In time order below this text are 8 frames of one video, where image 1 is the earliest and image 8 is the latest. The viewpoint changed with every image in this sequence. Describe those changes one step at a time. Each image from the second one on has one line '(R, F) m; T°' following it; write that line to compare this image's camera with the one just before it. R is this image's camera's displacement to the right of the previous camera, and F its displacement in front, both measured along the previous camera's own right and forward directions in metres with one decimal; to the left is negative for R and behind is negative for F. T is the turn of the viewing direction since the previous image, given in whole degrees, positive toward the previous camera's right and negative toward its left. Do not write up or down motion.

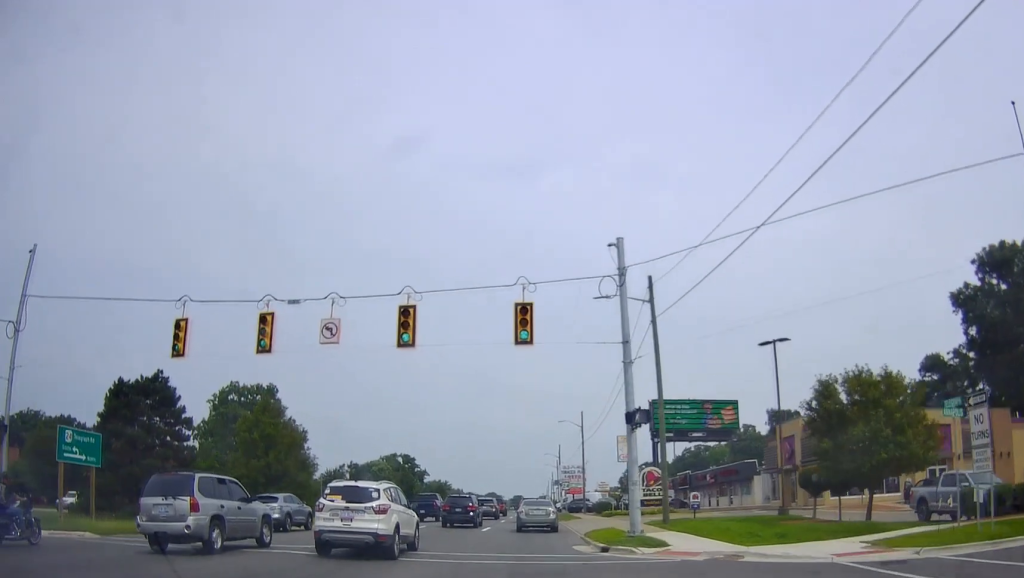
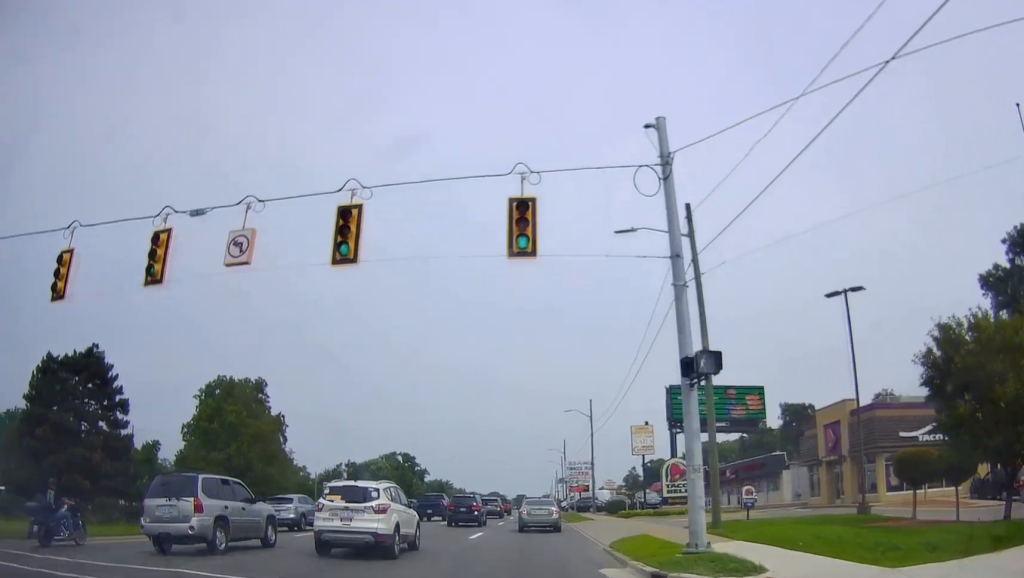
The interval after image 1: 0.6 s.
(0.0, +4.9) m; 0°
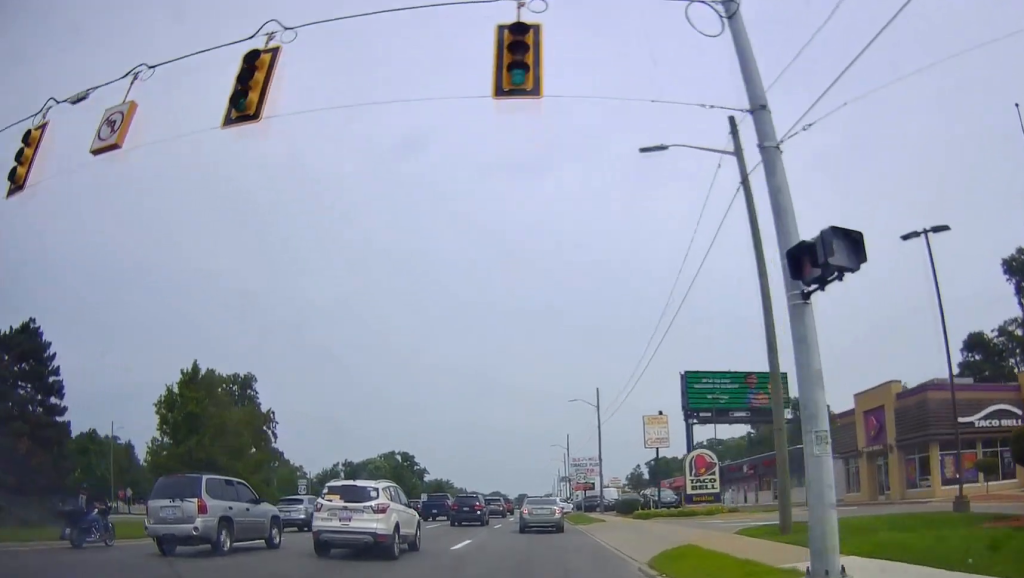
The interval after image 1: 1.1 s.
(-0.3, +4.2) m; +1°
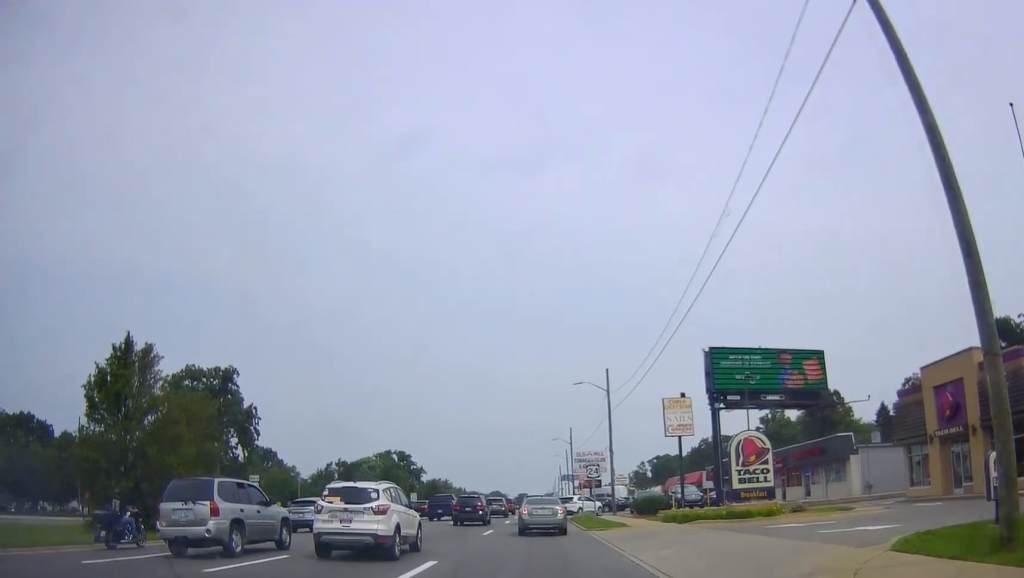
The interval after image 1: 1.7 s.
(+0.1, +6.3) m; +2°
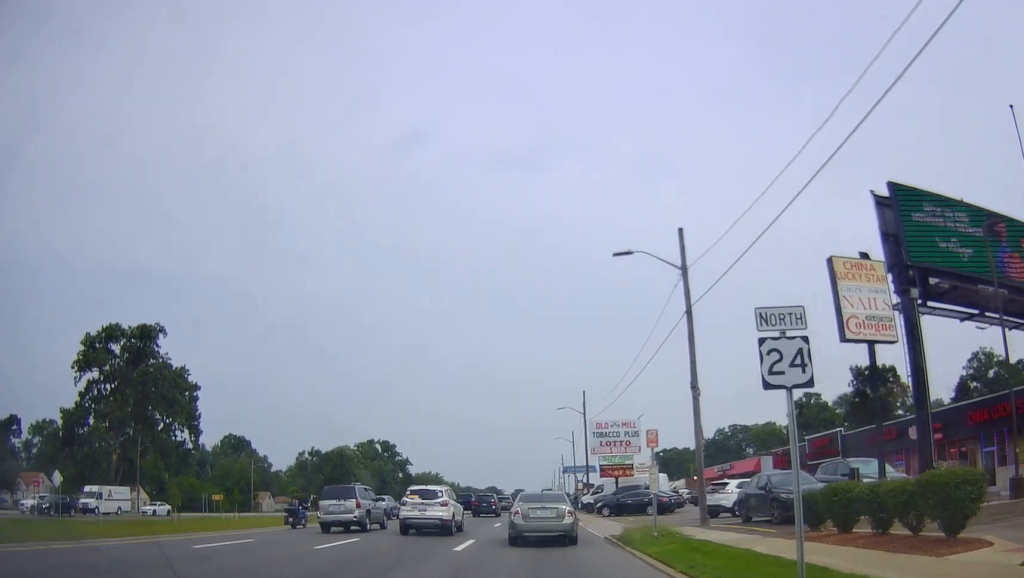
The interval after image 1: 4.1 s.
(+0.3, +27.4) m; -1°
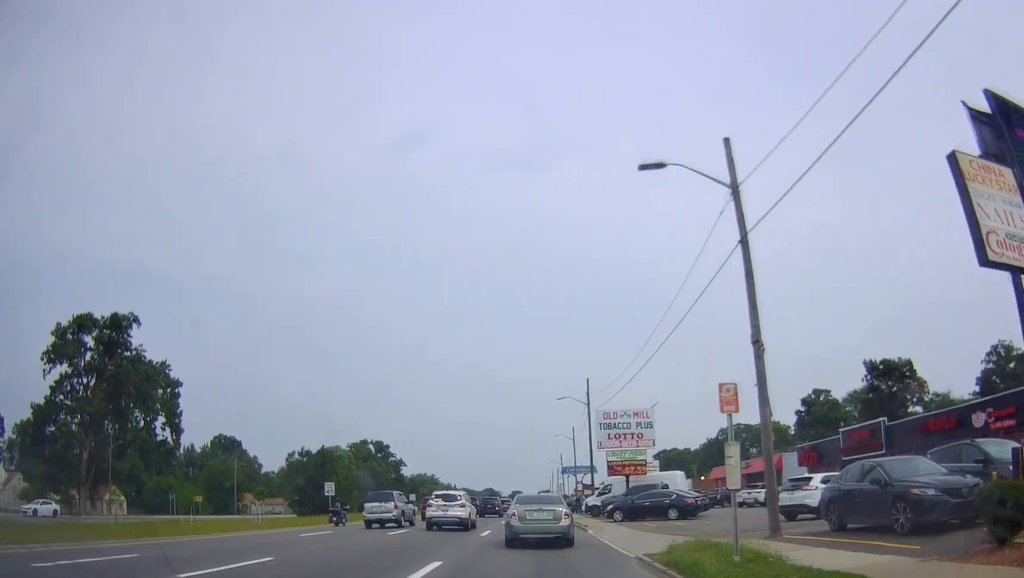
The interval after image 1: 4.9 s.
(+0.2, +8.8) m; +2°
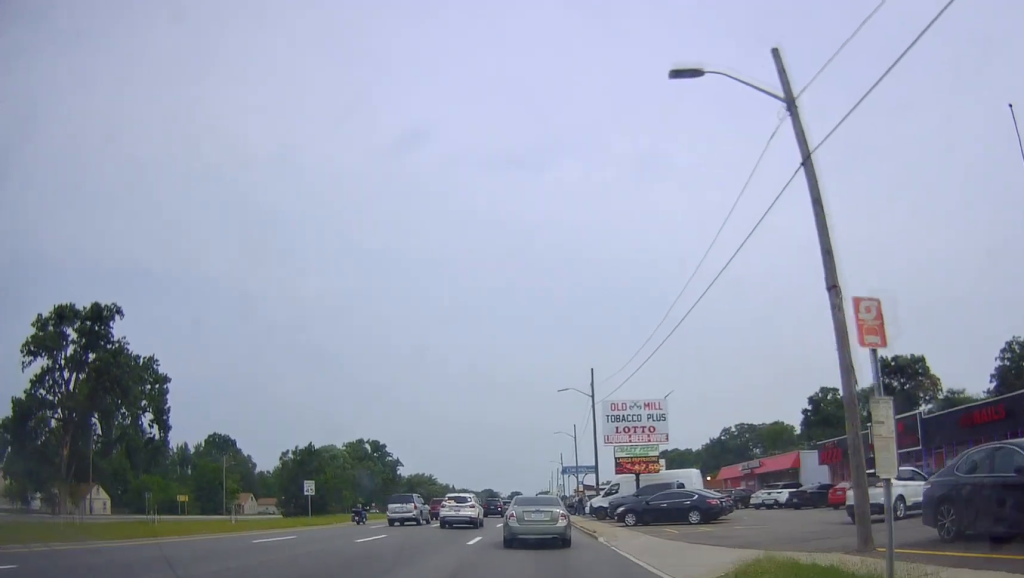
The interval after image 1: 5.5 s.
(+0.2, +5.6) m; +2°
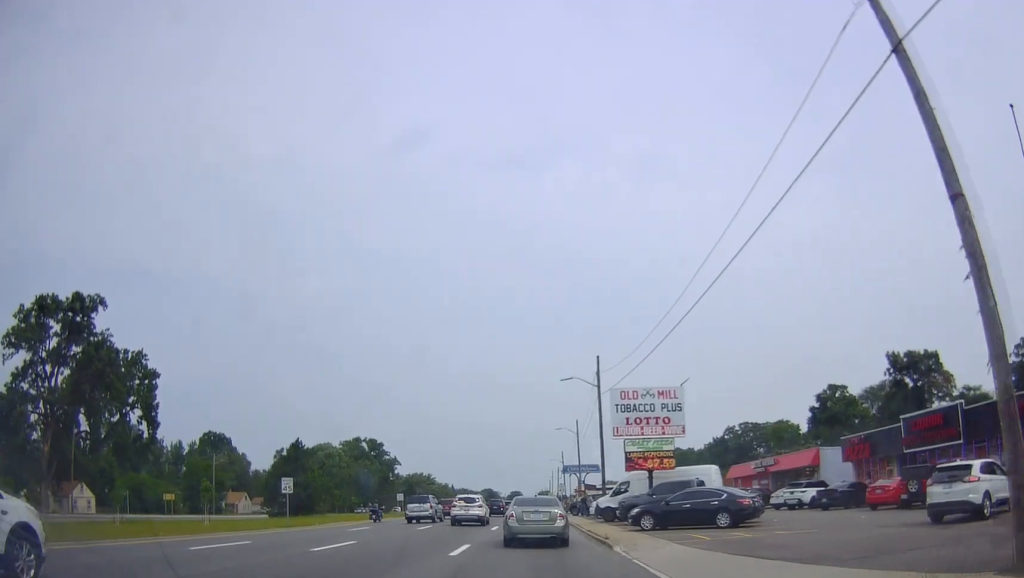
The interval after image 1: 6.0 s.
(0.0, +4.9) m; -1°
